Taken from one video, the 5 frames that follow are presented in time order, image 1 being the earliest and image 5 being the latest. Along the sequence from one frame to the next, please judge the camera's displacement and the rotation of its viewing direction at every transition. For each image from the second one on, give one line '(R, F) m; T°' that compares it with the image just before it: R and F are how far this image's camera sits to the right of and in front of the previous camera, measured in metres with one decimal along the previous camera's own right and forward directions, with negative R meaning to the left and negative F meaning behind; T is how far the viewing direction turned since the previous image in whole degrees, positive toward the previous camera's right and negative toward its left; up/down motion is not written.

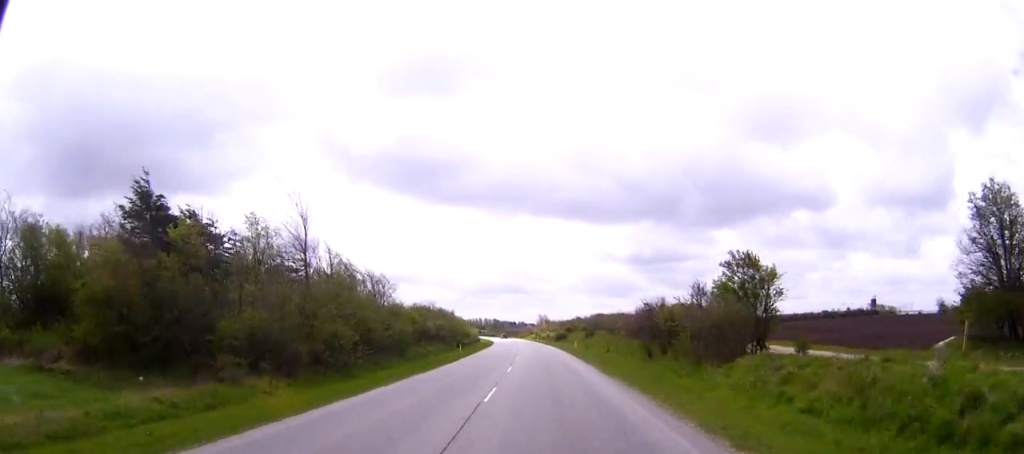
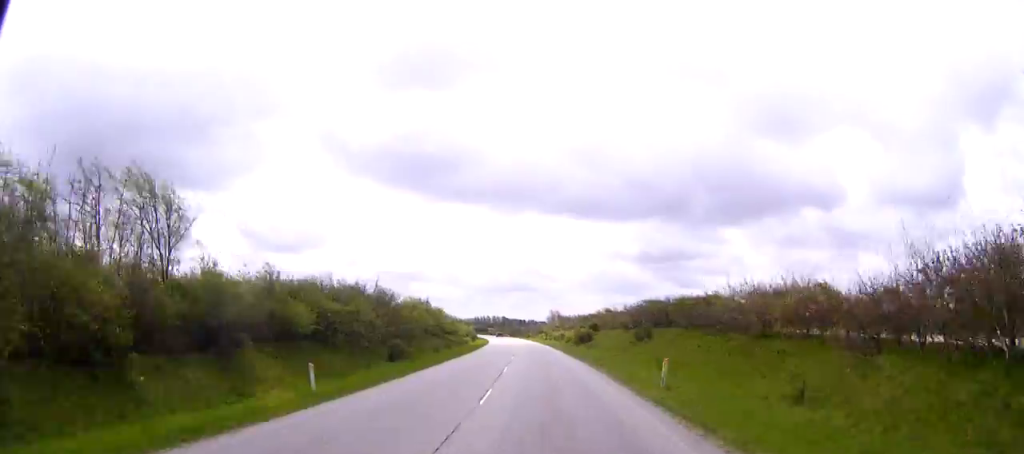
(-0.3, +45.5) m; -1°
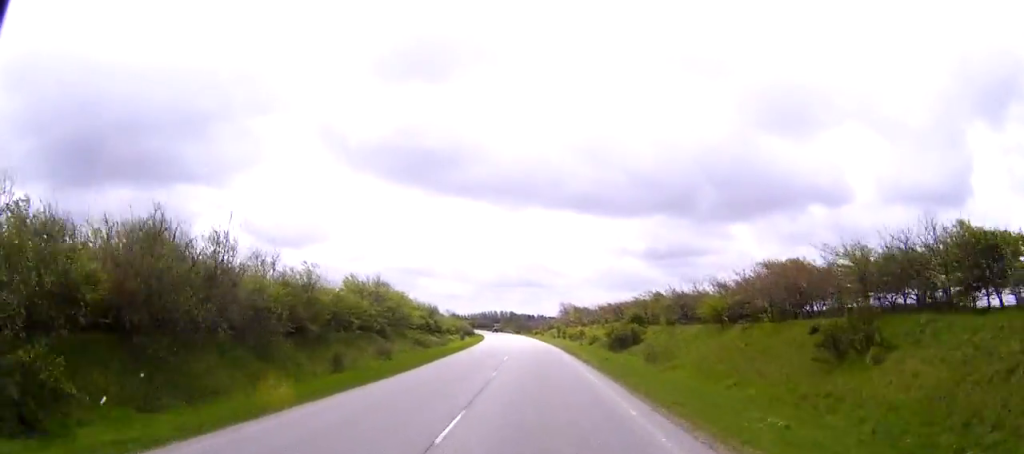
(-0.3, +36.3) m; -1°
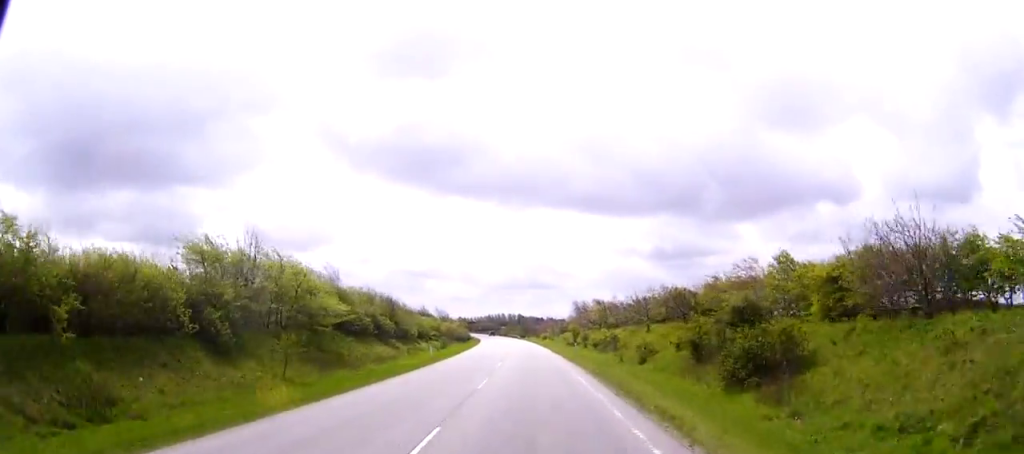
(-0.3, +32.2) m; -1°
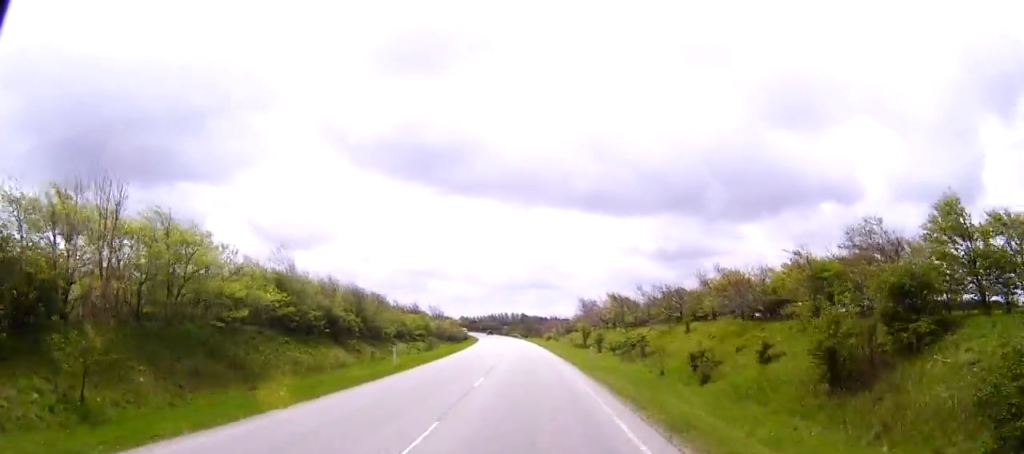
(0.0, +14.2) m; 0°
